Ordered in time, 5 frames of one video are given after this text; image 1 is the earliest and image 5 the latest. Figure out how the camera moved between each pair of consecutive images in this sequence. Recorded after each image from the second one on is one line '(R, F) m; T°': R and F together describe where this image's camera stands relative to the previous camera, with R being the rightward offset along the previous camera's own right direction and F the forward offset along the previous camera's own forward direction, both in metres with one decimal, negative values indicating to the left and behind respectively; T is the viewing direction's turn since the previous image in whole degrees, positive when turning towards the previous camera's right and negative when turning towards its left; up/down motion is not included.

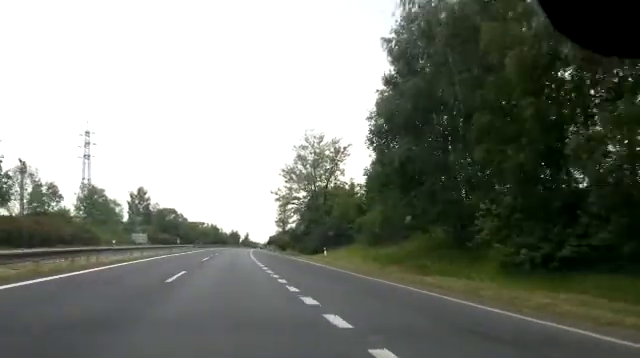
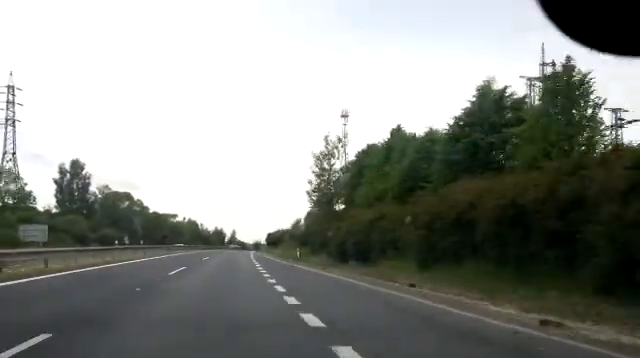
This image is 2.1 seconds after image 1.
(+0.2, +50.3) m; +1°
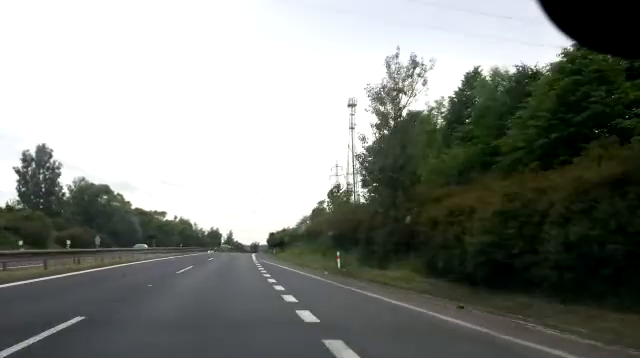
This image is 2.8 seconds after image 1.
(+0.1, +16.5) m; +1°
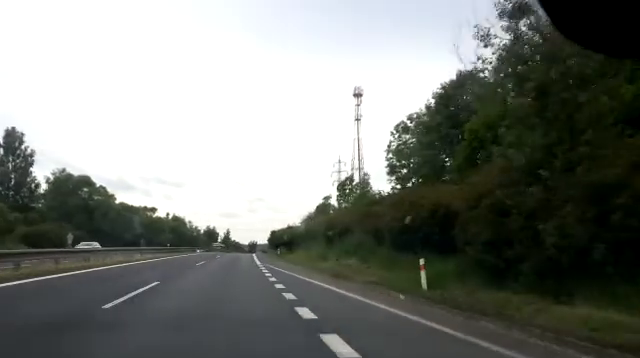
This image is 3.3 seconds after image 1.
(0.0, +11.0) m; 0°
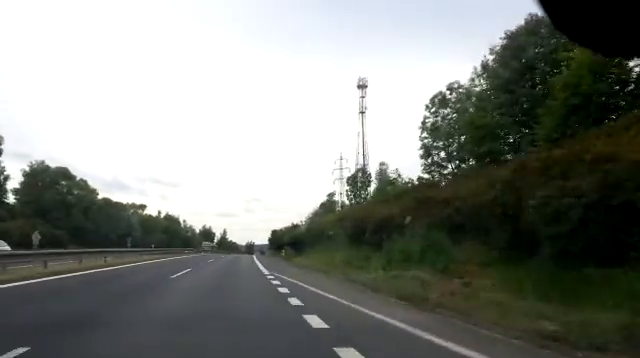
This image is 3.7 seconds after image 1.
(+0.1, +9.4) m; 0°
